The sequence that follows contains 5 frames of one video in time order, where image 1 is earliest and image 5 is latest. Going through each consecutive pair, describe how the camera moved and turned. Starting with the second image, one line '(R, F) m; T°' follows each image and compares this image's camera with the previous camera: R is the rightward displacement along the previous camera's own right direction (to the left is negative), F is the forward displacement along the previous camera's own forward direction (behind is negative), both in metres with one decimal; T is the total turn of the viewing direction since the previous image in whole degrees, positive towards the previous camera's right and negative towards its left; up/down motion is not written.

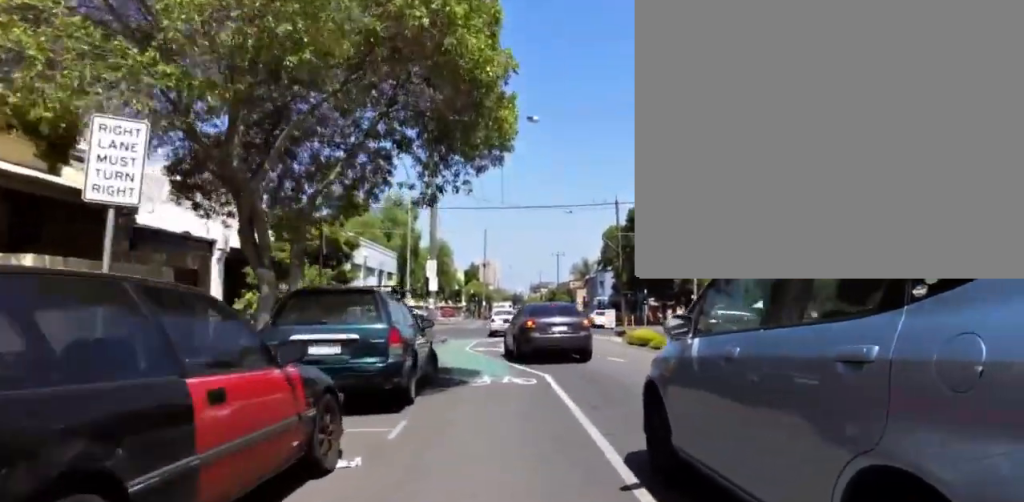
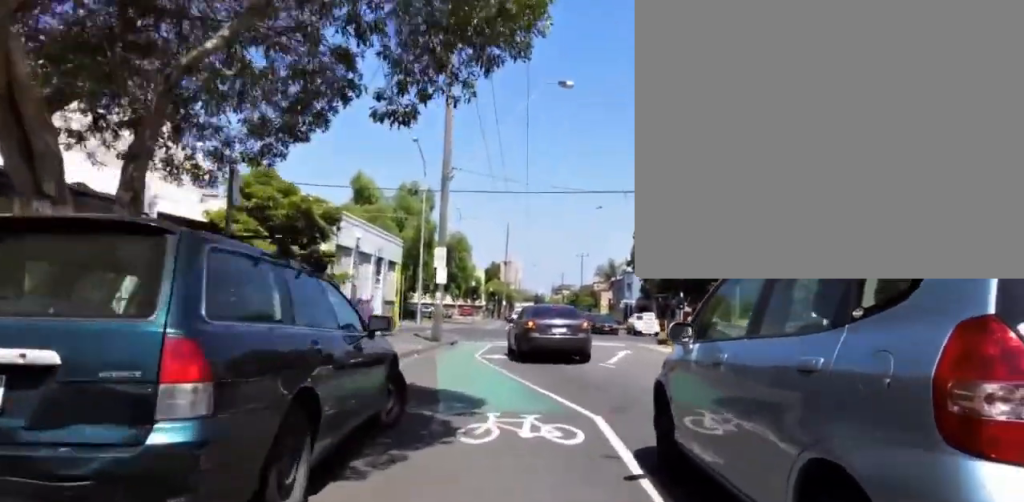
(-0.6, +4.6) m; -6°
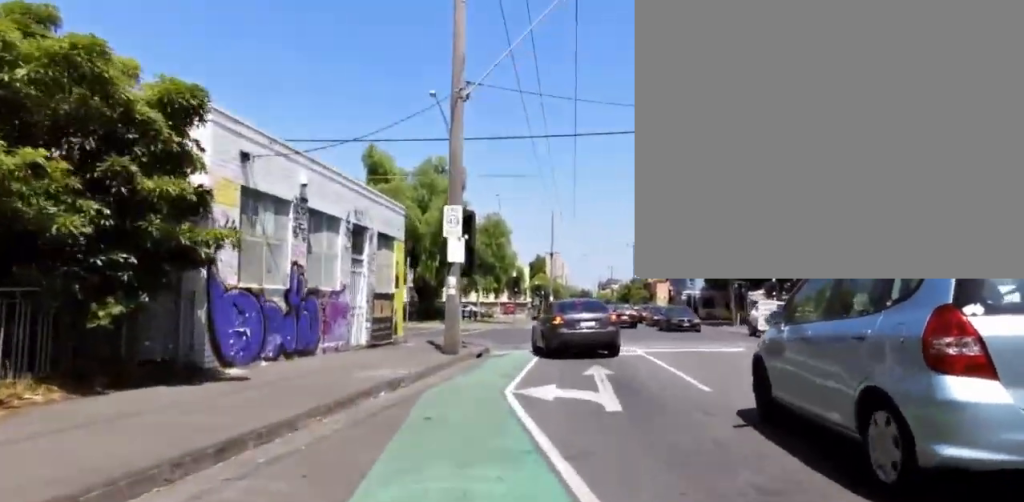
(-0.2, +8.9) m; -1°
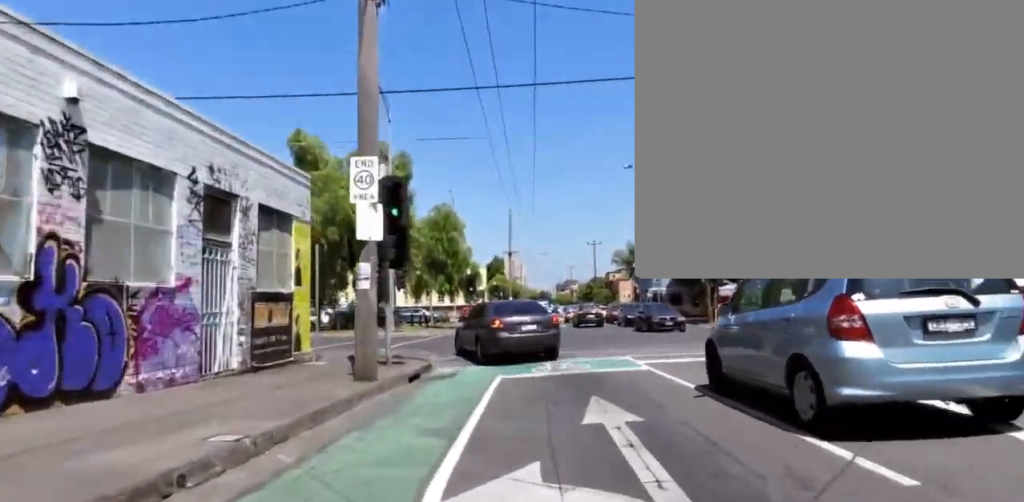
(0.0, +5.3) m; +4°
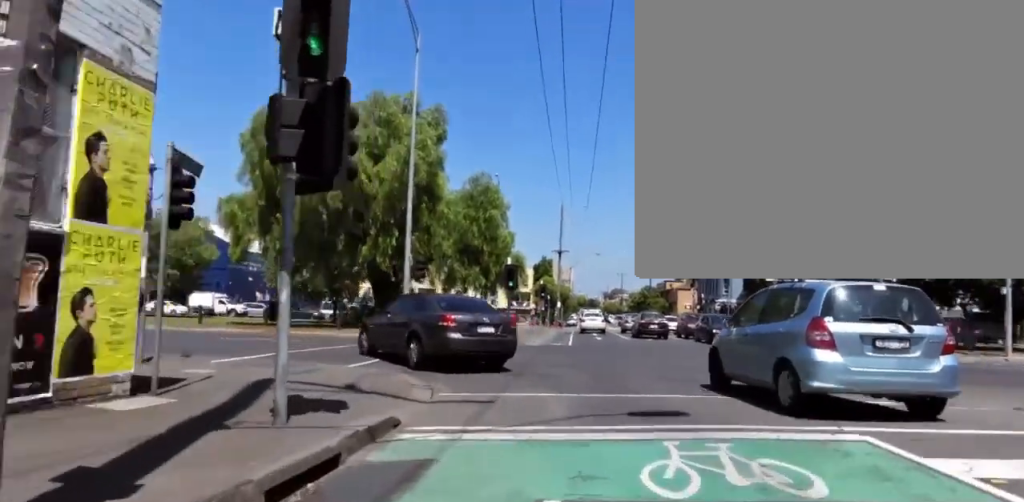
(+0.5, +8.1) m; +3°
